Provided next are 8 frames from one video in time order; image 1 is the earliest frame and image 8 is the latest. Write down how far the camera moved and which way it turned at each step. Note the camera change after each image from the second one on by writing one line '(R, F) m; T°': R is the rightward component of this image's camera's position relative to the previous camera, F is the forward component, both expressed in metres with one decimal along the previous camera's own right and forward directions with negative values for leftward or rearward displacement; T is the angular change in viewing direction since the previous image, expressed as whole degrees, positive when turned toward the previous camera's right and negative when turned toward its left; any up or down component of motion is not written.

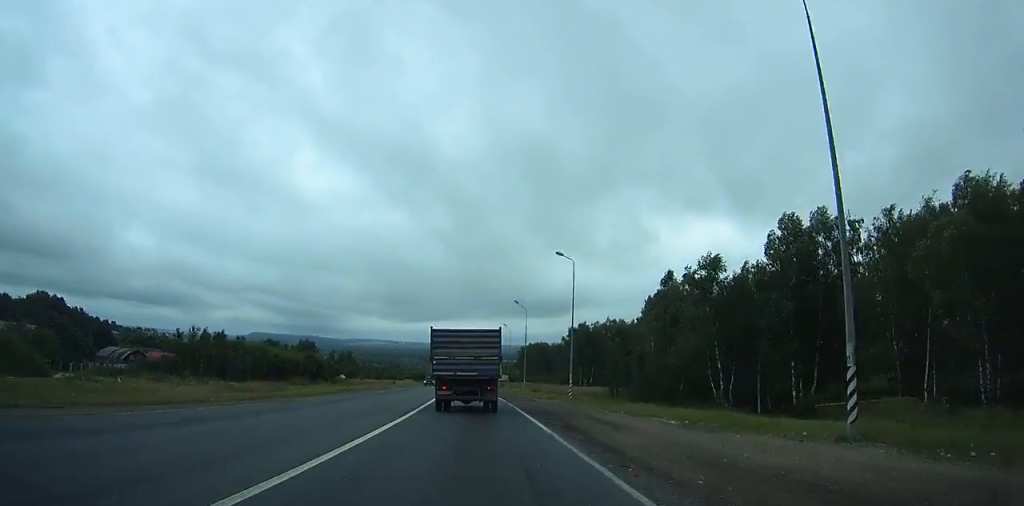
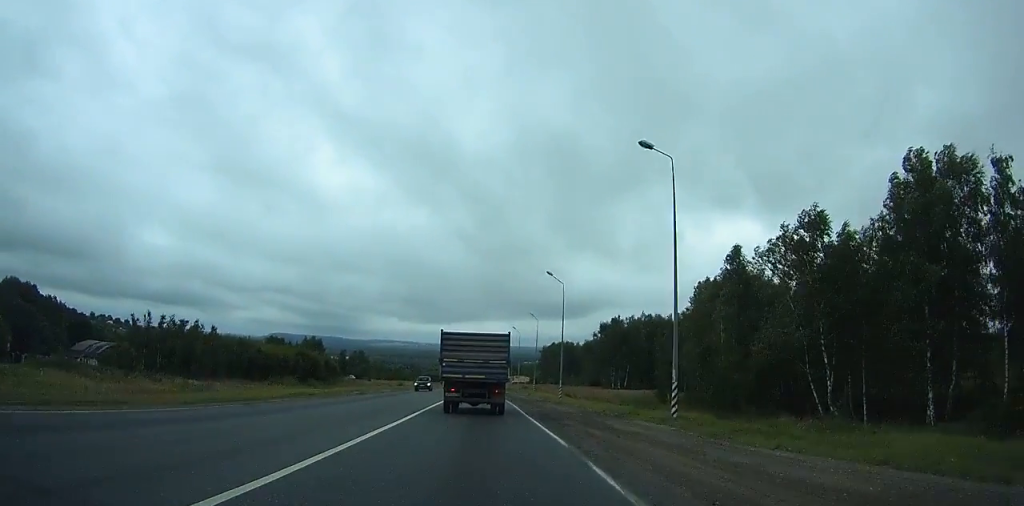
(-0.1, +20.0) m; -1°
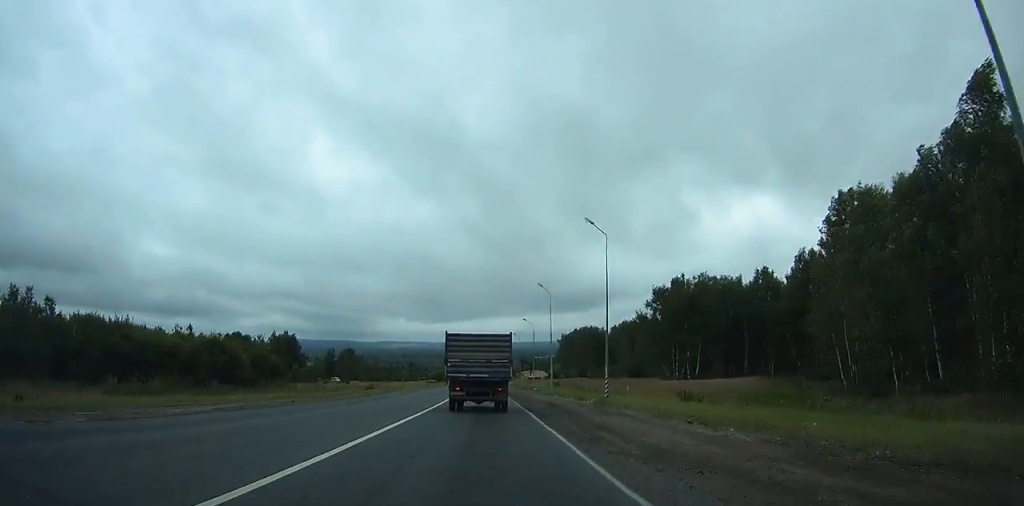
(-0.7, +45.2) m; -2°
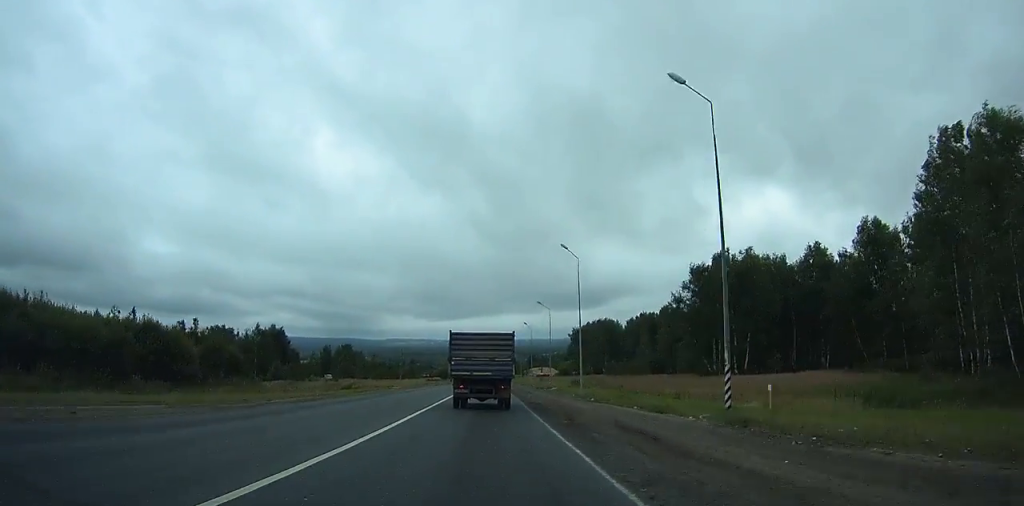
(-0.1, +18.1) m; -1°
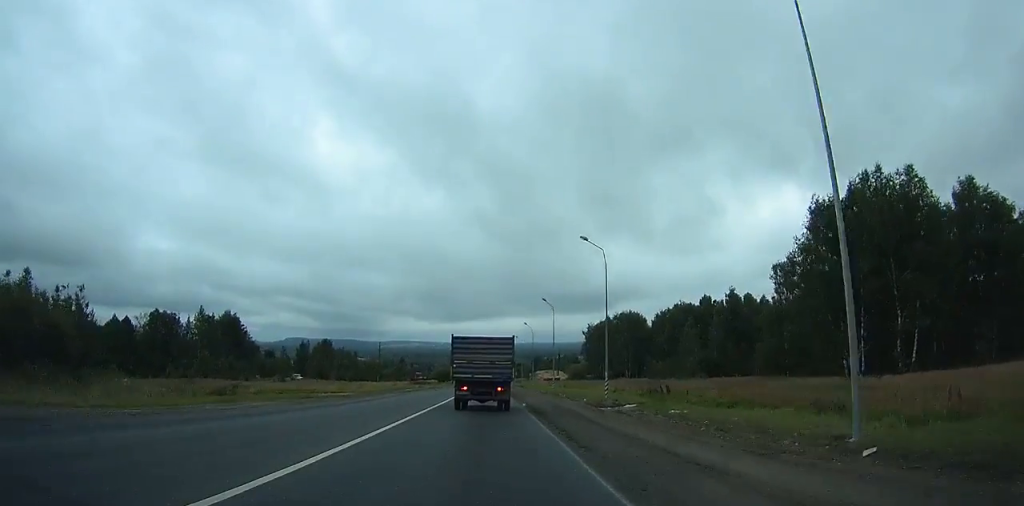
(-0.5, +36.3) m; -1°
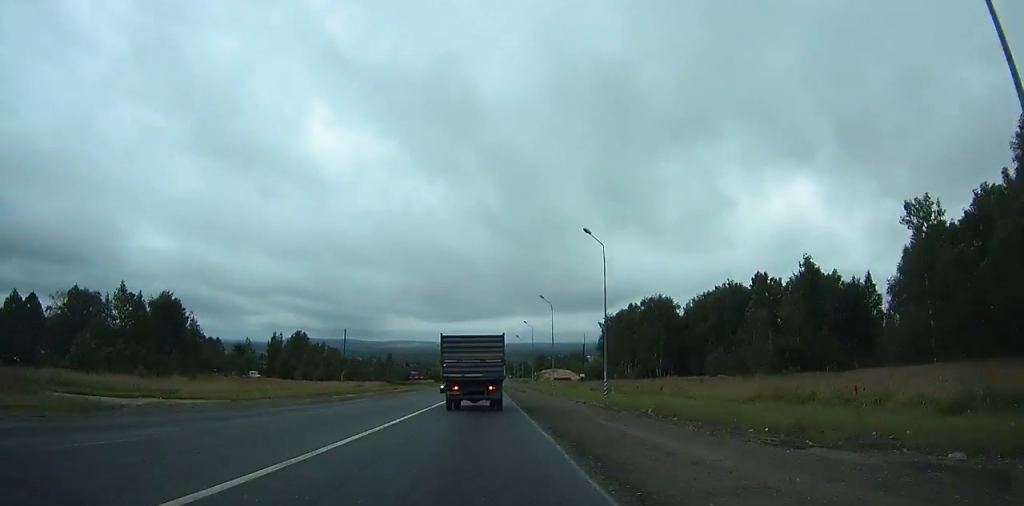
(+0.2, +32.6) m; 0°
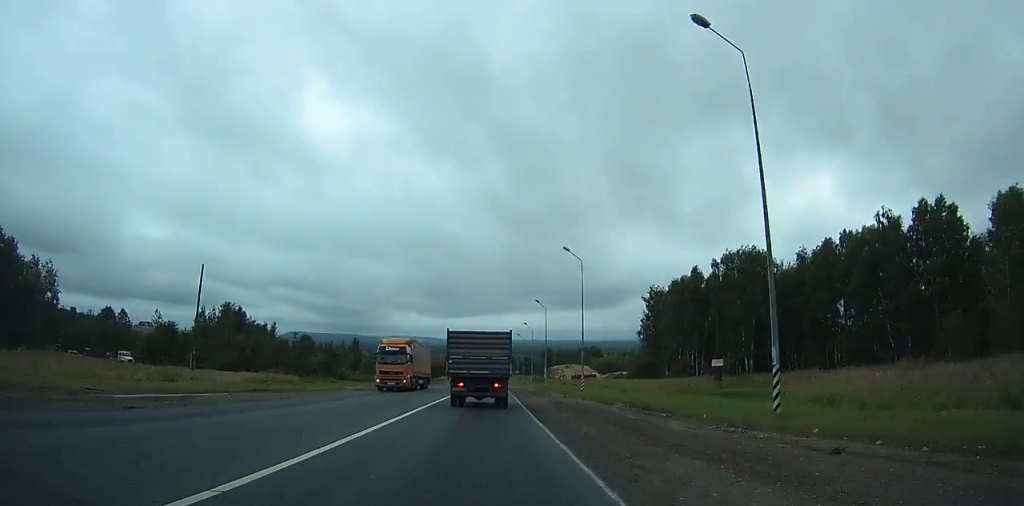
(-0.7, +56.2) m; -1°
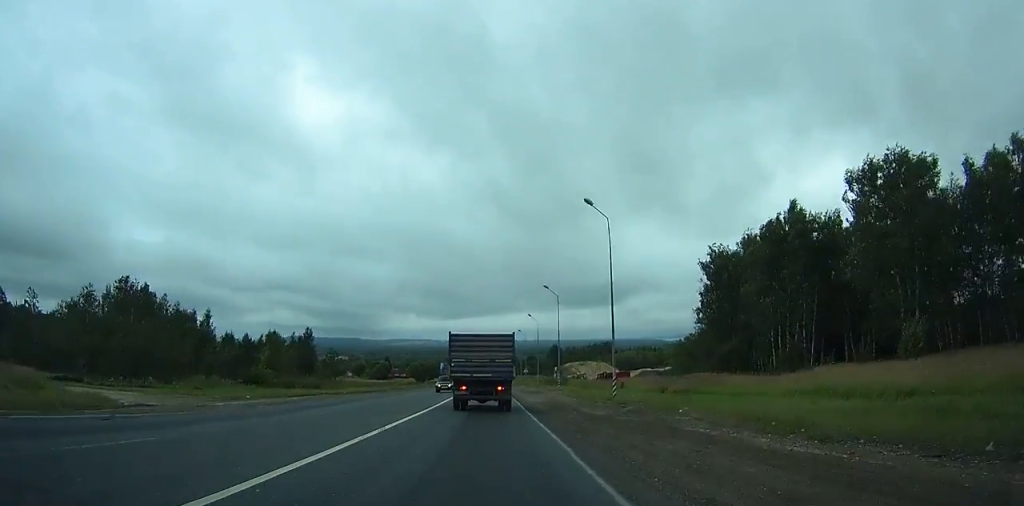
(-0.1, +42.6) m; 0°
